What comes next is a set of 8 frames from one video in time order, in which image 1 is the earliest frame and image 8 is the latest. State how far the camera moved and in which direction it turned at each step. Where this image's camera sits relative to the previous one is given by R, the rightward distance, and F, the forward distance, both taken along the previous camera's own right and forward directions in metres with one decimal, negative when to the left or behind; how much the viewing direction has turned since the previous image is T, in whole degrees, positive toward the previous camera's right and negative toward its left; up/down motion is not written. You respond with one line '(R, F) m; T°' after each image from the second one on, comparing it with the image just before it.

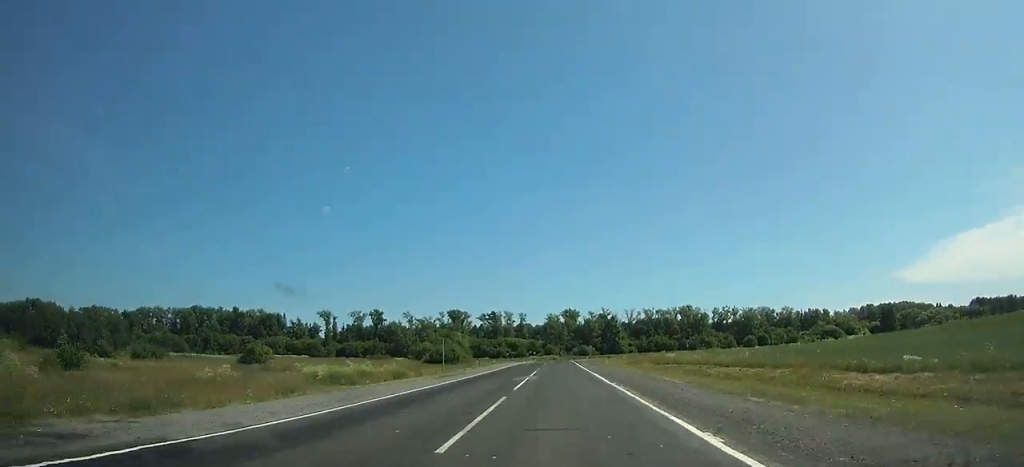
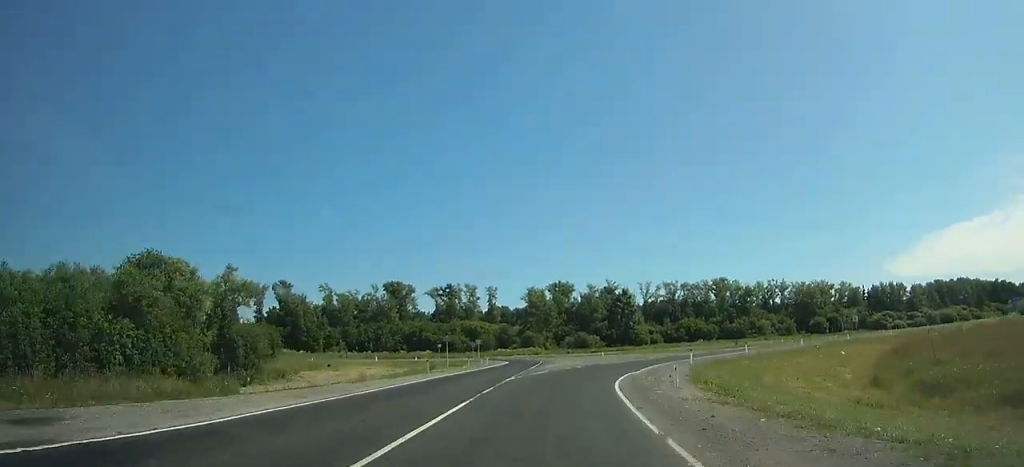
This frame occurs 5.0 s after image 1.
(+1.1, +96.6) m; +7°
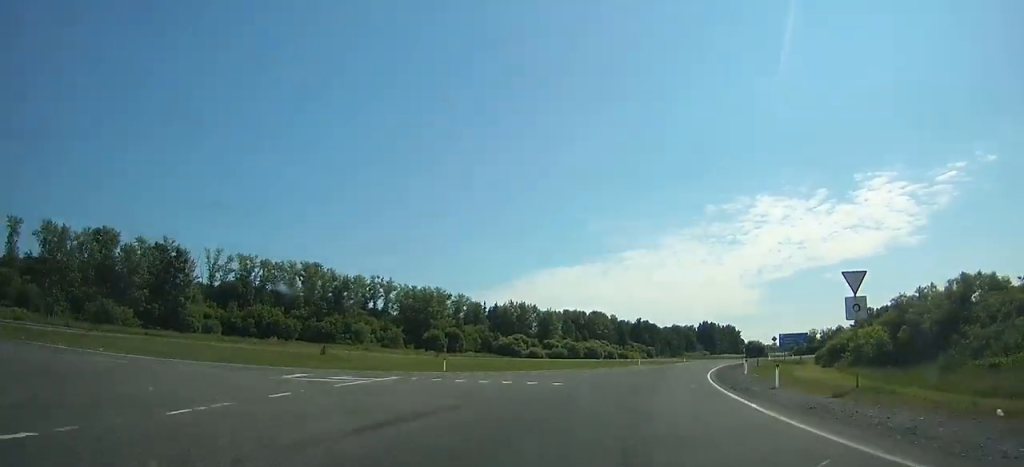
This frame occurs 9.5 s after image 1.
(+13.4, +64.0) m; +33°
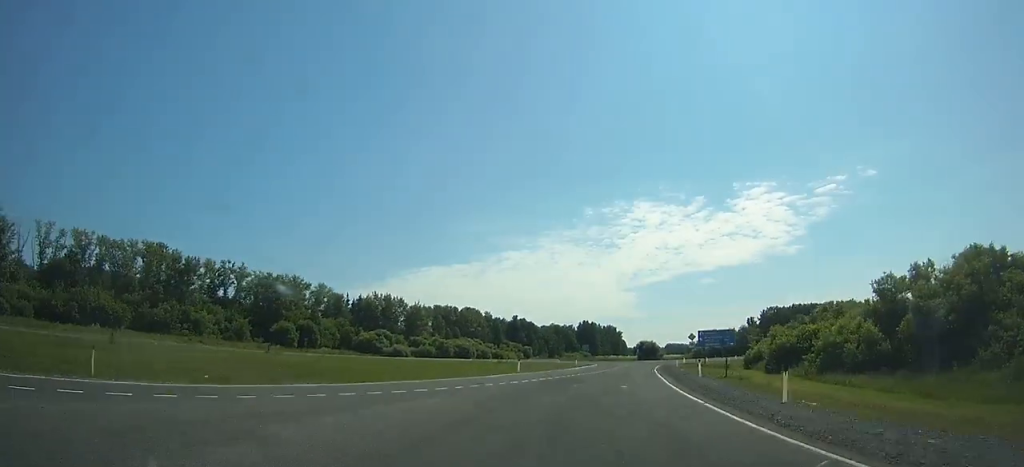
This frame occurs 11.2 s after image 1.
(+5.1, +21.7) m; +12°
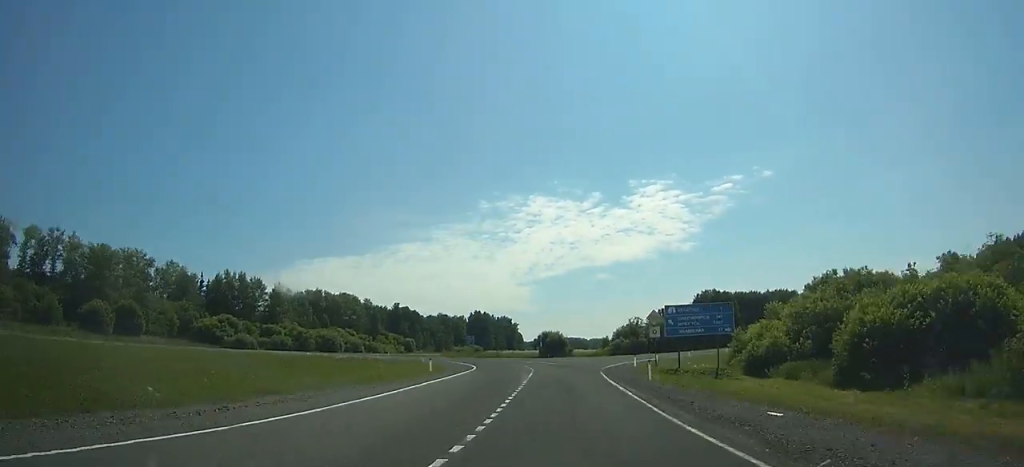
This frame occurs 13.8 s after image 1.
(+4.7, +32.8) m; +8°
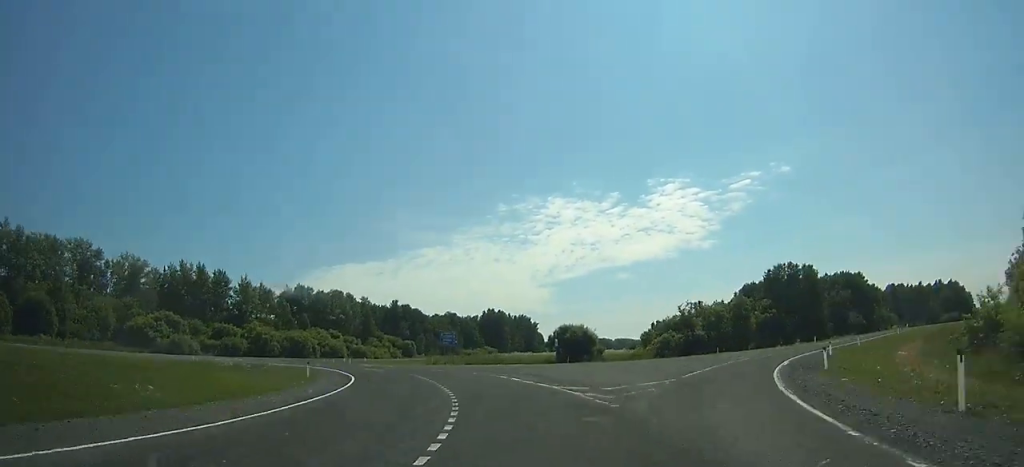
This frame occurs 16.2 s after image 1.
(+0.6, +30.2) m; -5°
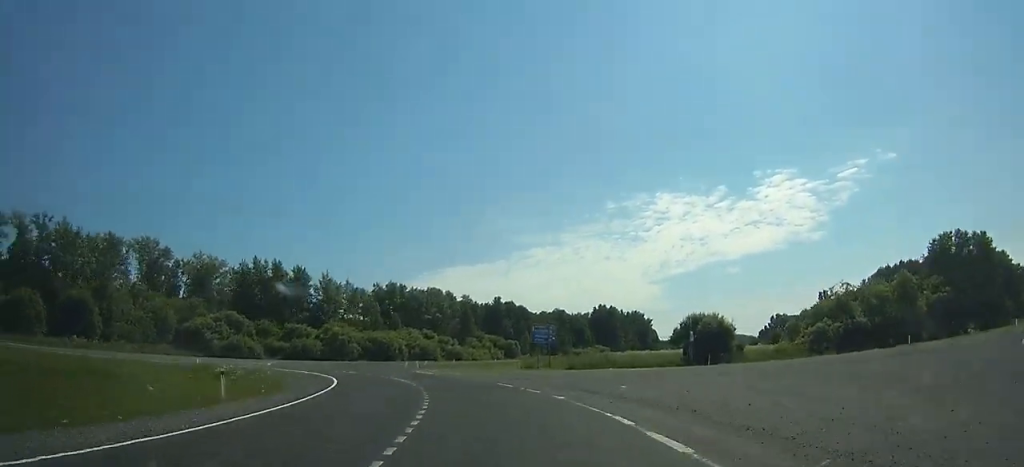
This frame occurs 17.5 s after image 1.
(+0.7, +16.3) m; -7°
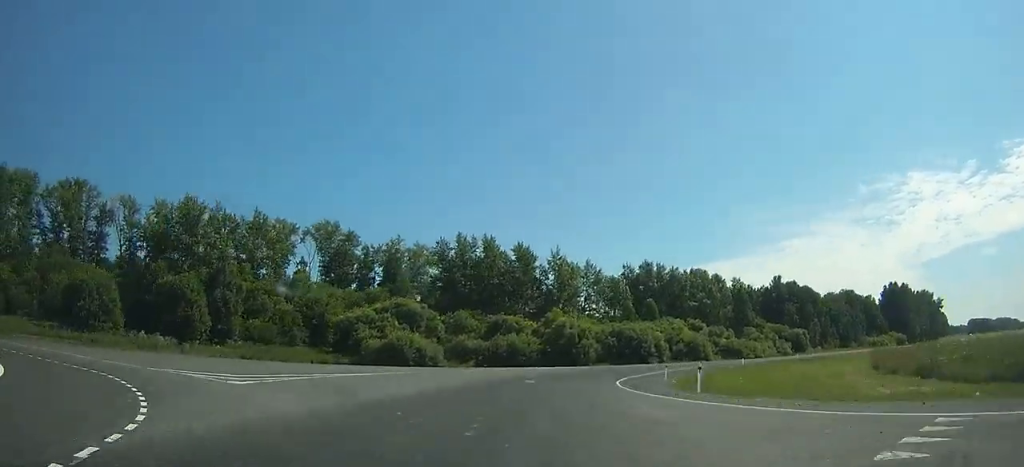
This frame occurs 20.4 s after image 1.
(-6.4, +35.4) m; -11°
